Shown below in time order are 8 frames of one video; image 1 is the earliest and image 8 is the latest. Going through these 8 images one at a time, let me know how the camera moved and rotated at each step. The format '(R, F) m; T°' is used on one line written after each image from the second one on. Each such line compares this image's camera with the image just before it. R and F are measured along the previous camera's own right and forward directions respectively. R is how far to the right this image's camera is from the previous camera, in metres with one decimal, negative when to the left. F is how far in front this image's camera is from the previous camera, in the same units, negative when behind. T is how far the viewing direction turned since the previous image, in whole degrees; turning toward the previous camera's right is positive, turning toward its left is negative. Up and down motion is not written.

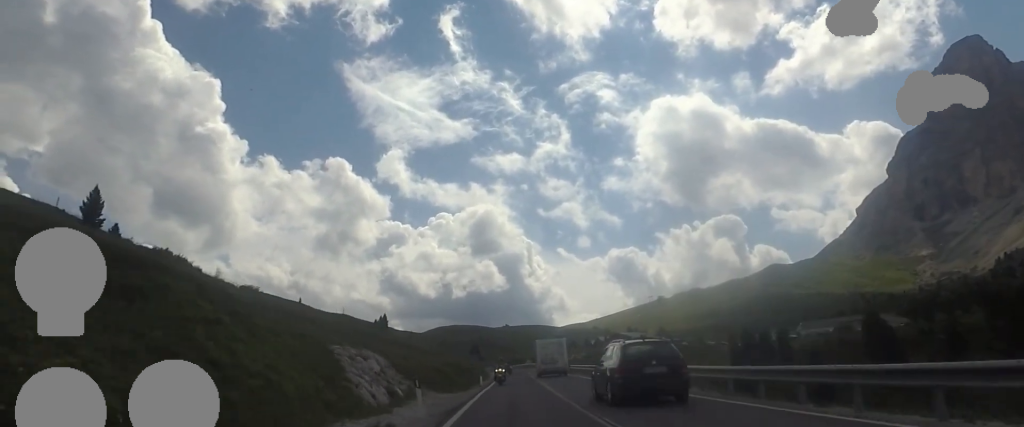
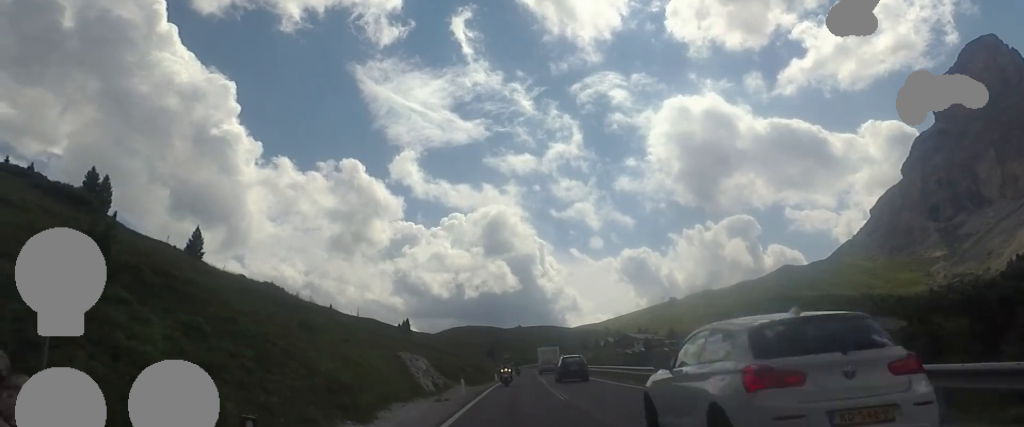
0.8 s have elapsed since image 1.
(-0.2, +11.7) m; -2°
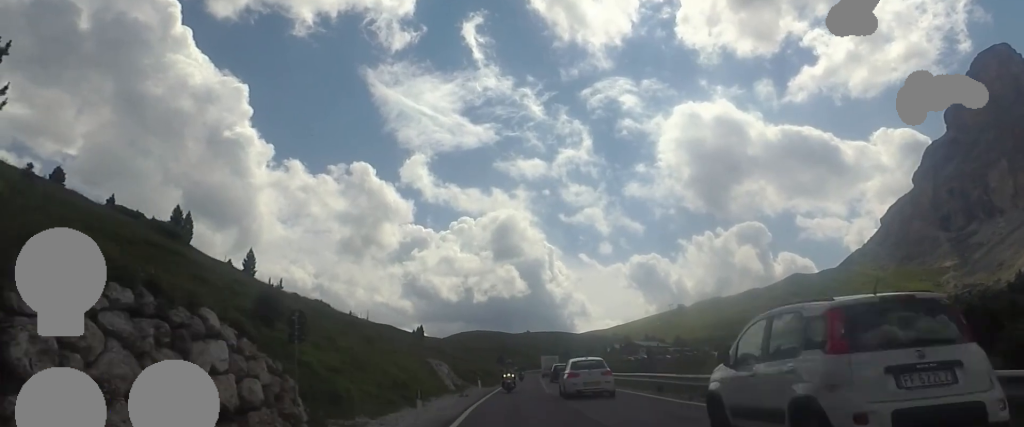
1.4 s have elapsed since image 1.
(-0.2, +8.9) m; +2°
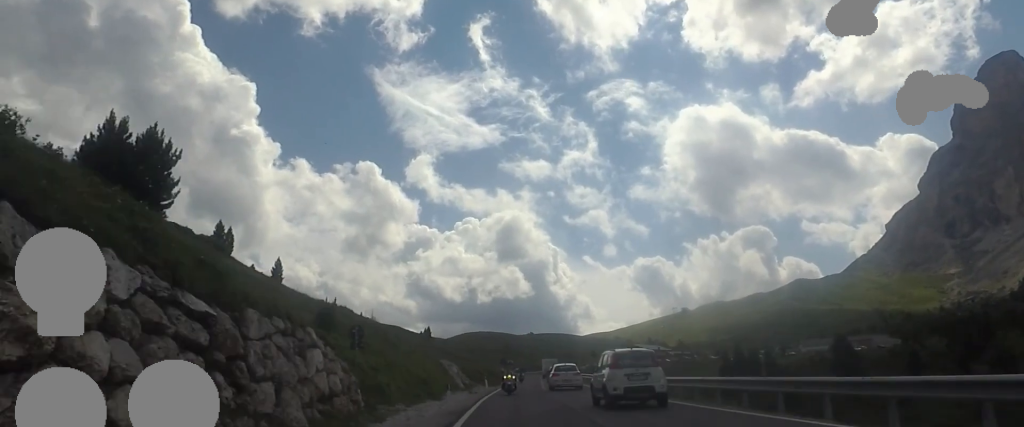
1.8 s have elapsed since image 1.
(-0.1, +6.4) m; +1°
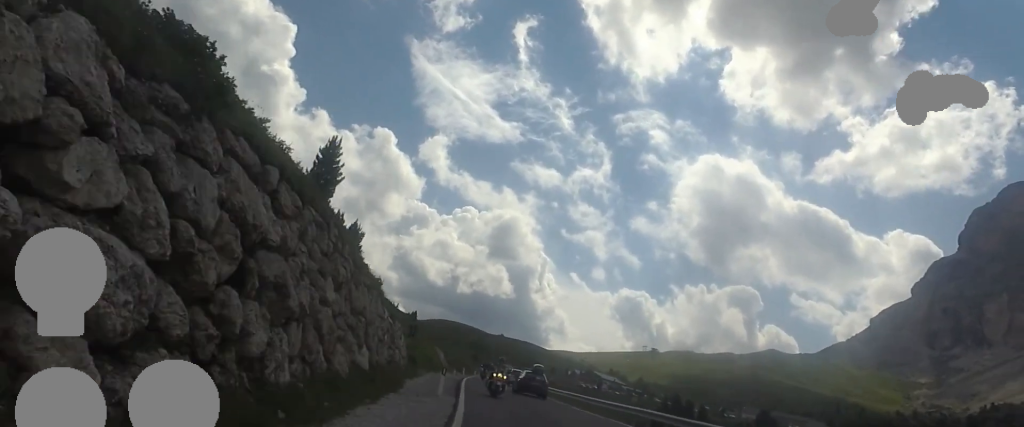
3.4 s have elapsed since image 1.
(+1.5, +22.3) m; +9°
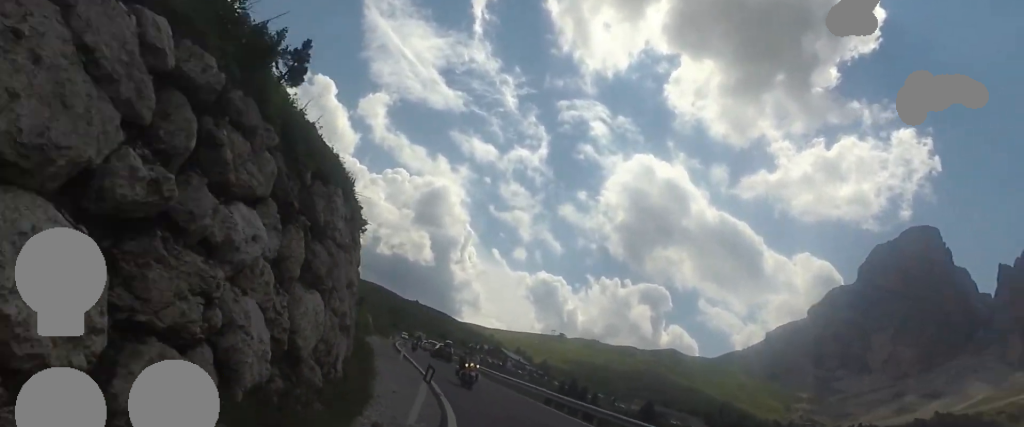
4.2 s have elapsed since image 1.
(+0.7, +10.9) m; +5°
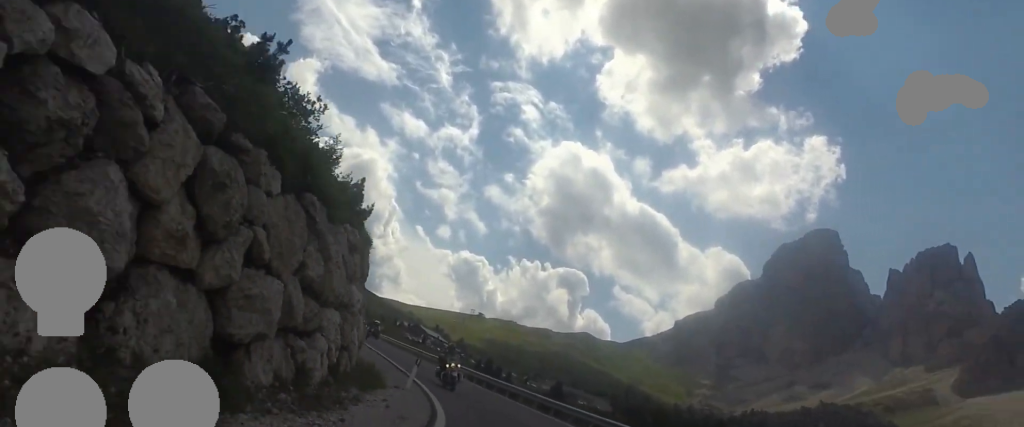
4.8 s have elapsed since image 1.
(+0.7, +8.1) m; +3°
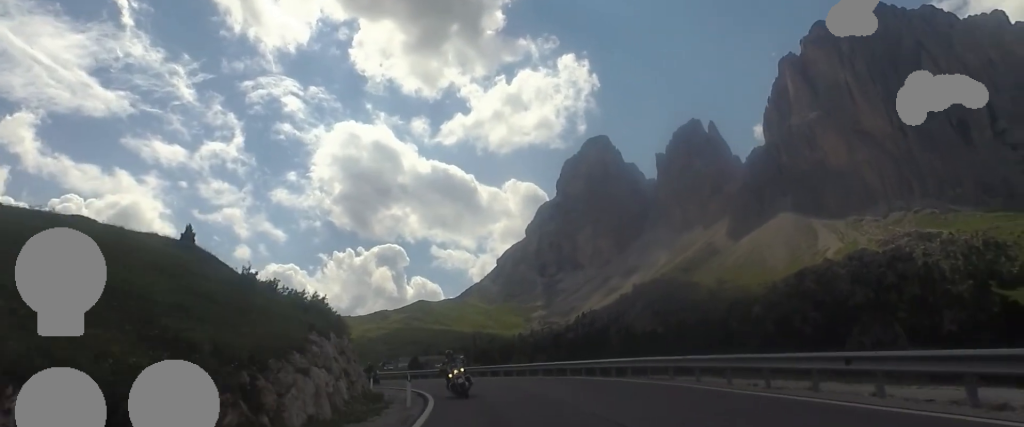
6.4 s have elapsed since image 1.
(+1.7, +21.3) m; +10°
